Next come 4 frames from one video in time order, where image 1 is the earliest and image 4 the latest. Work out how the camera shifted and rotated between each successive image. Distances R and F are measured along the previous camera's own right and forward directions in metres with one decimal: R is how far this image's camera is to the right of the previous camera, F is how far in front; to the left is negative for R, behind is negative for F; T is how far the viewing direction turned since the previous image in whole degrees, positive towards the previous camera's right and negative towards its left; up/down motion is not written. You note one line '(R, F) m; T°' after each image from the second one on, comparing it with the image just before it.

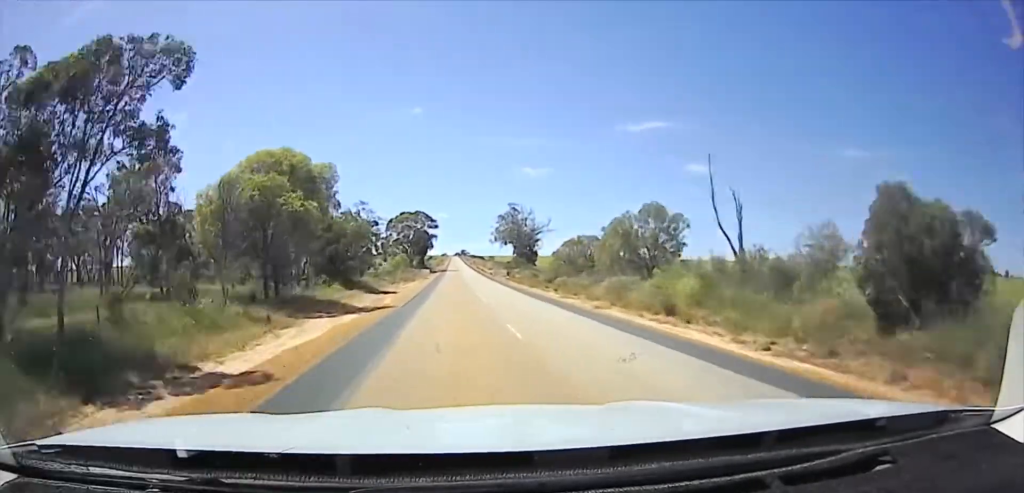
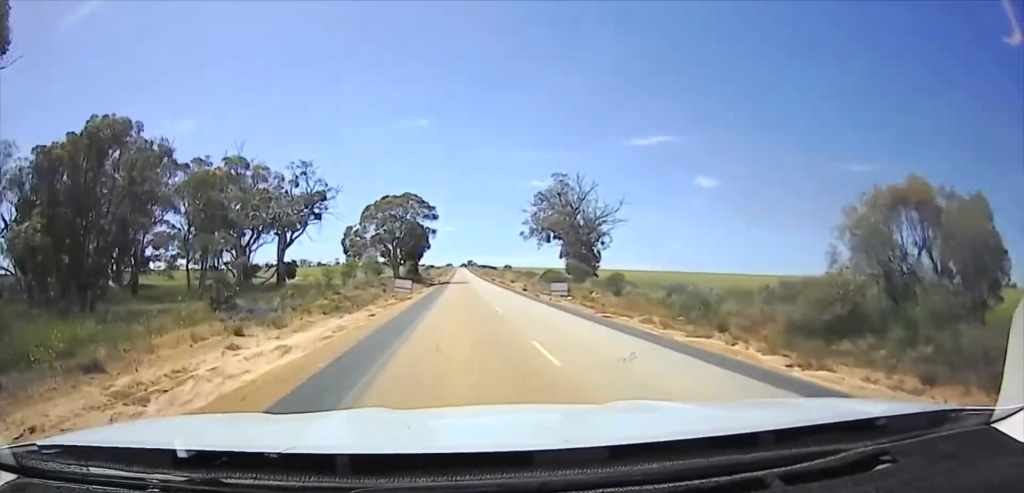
(+0.3, +39.6) m; 0°
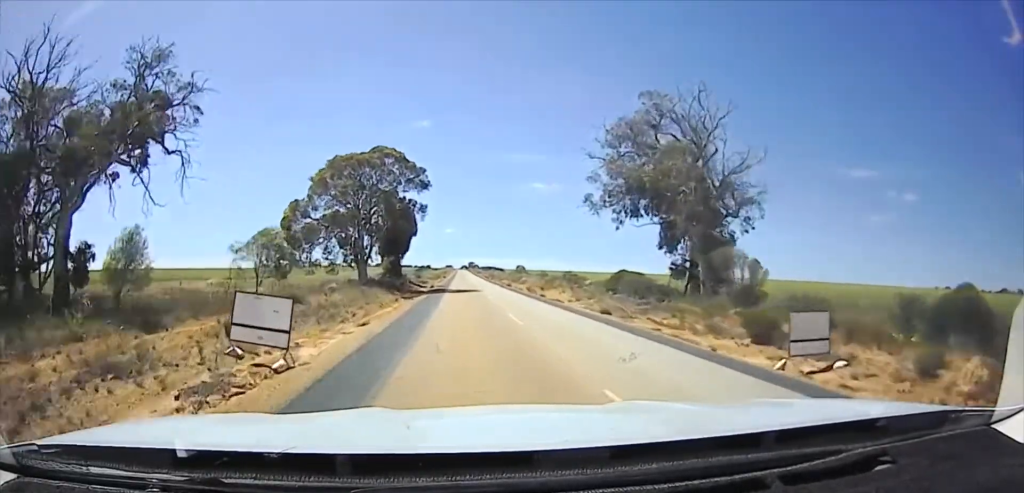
(-0.5, +26.0) m; 0°
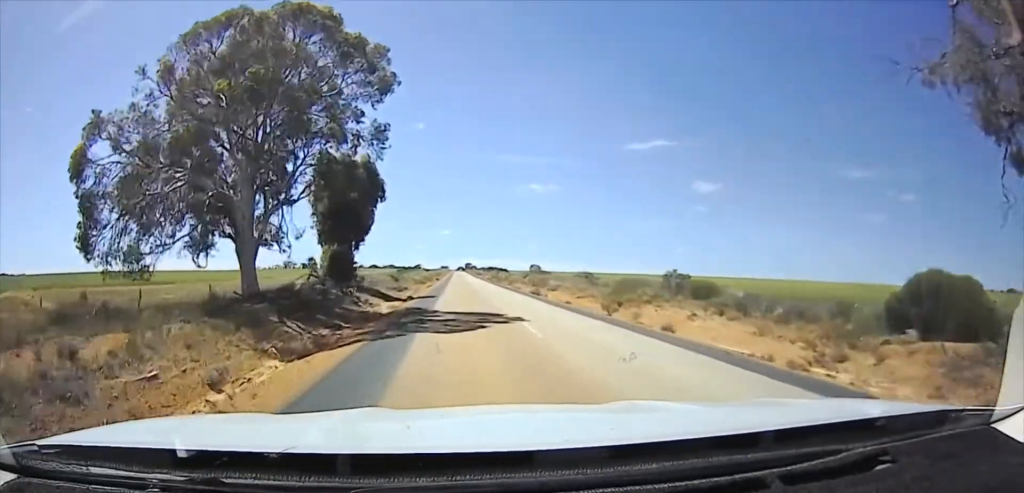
(+0.5, +21.5) m; +1°
